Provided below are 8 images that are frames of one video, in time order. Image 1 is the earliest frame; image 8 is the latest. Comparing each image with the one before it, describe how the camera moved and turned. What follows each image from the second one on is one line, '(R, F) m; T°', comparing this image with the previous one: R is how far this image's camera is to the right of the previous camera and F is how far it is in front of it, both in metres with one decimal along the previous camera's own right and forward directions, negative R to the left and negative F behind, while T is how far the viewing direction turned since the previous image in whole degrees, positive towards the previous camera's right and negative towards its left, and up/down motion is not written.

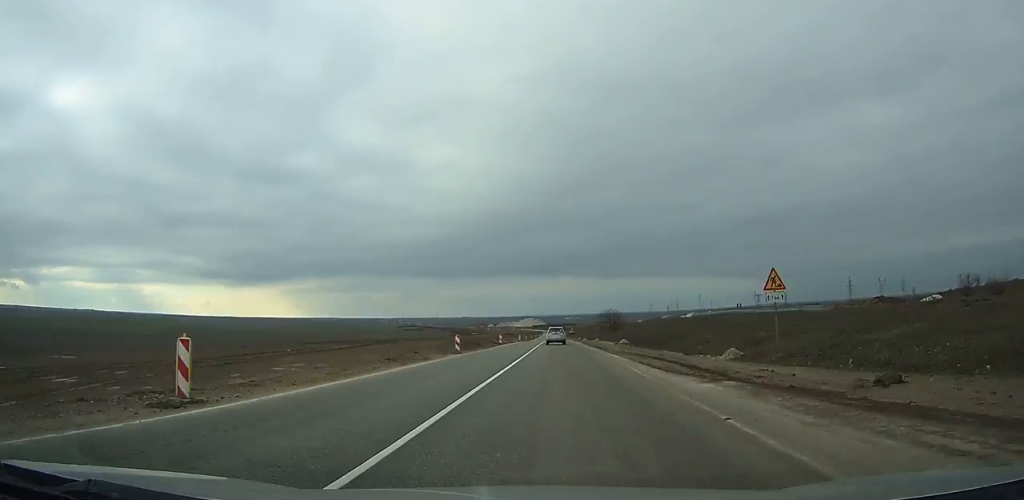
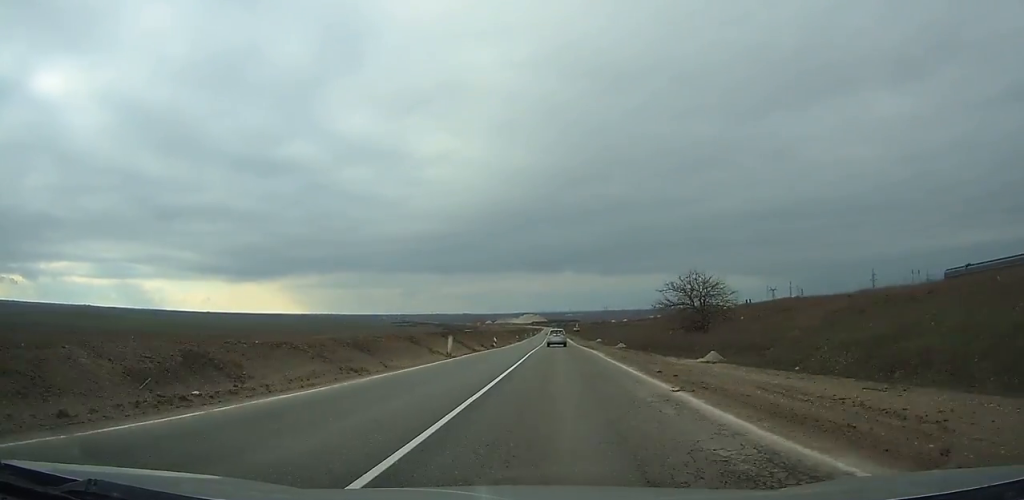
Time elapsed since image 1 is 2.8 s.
(-0.1, +66.2) m; 0°
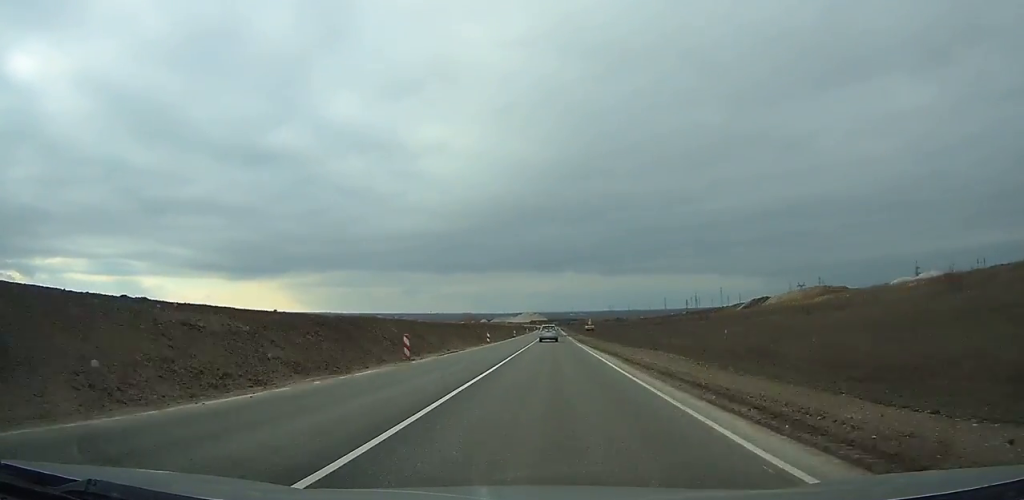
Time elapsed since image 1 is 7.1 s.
(-0.5, +103.8) m; -1°
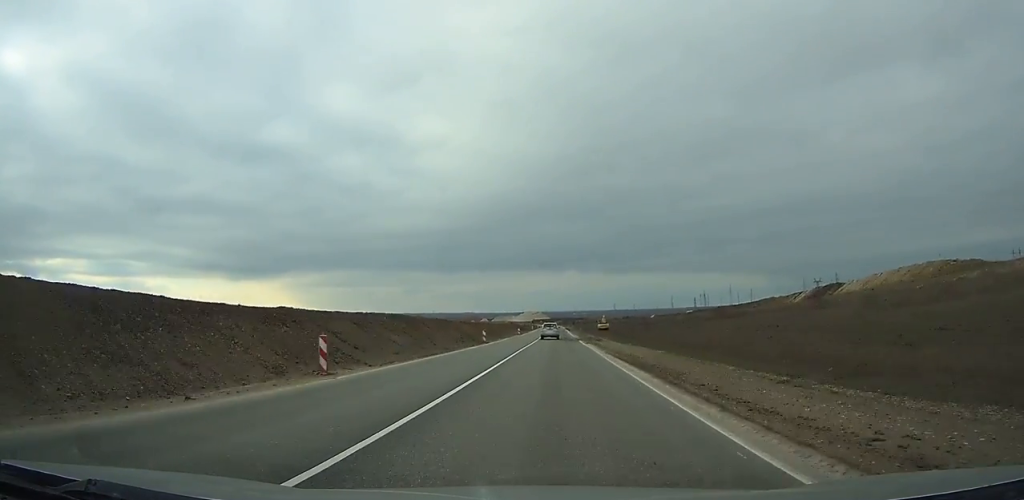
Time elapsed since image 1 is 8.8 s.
(-0.1, +42.7) m; 0°
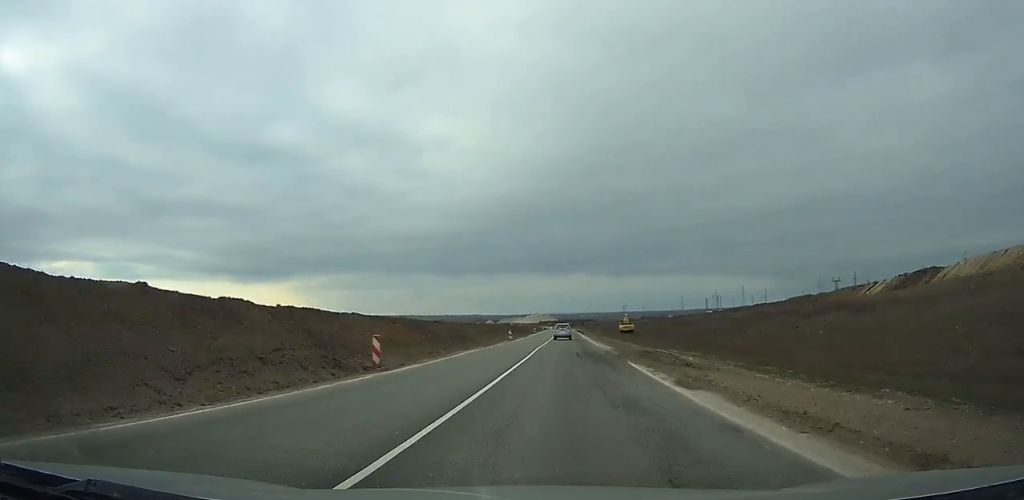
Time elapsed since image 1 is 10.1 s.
(0.0, +33.0) m; 0°
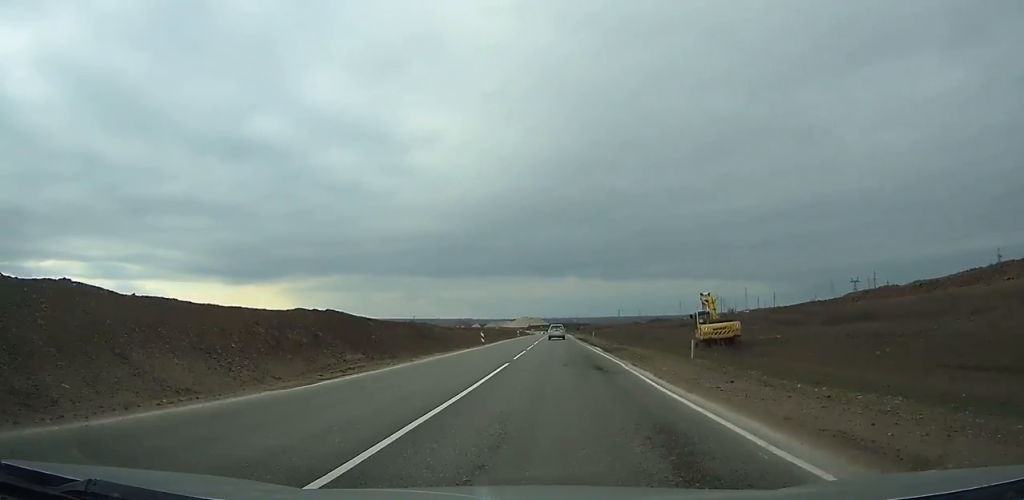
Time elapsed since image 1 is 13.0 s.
(+0.4, +71.0) m; 0°
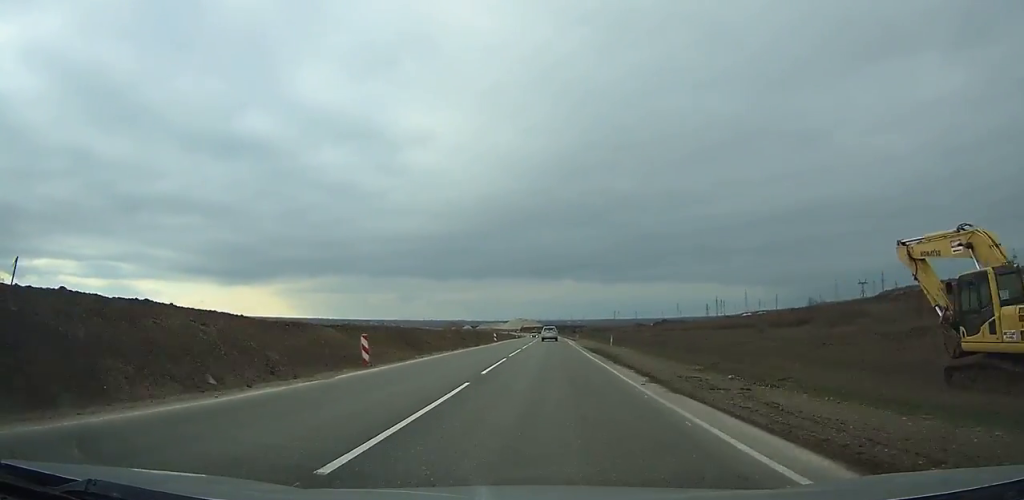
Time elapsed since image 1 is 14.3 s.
(-0.1, +31.5) m; 0°
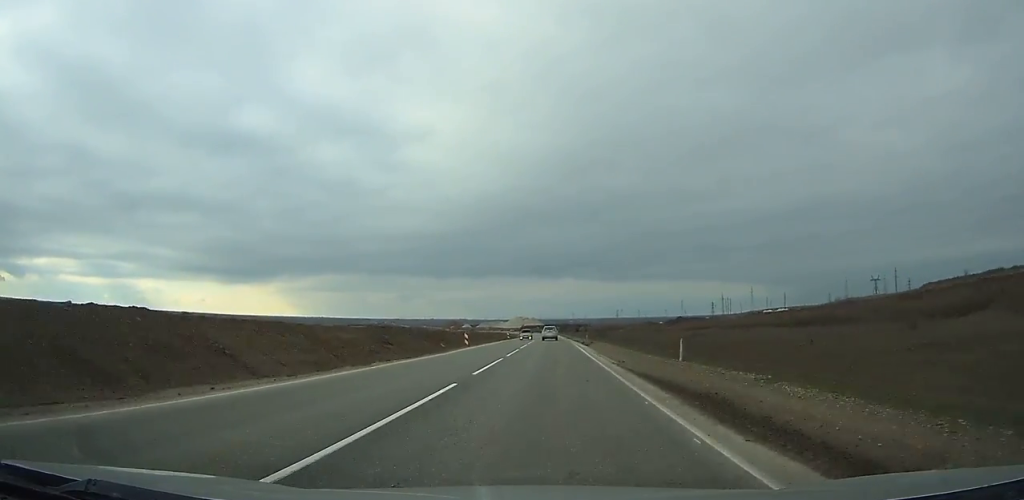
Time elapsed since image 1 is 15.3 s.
(-0.1, +25.1) m; 0°
